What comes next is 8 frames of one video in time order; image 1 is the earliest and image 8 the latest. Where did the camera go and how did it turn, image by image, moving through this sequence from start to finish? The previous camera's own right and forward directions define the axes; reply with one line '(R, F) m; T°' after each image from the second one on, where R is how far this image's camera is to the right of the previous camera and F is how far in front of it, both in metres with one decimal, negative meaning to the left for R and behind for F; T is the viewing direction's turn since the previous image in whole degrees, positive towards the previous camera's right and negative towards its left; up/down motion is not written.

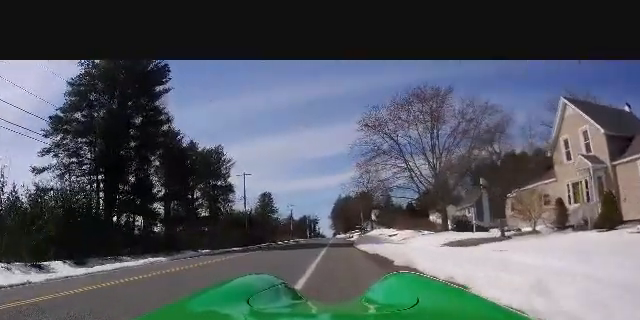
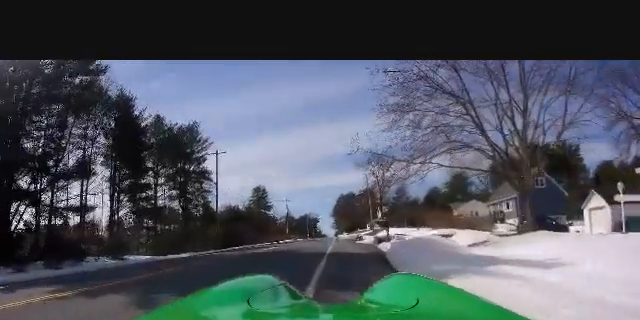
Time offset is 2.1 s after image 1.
(-1.0, +15.6) m; -8°
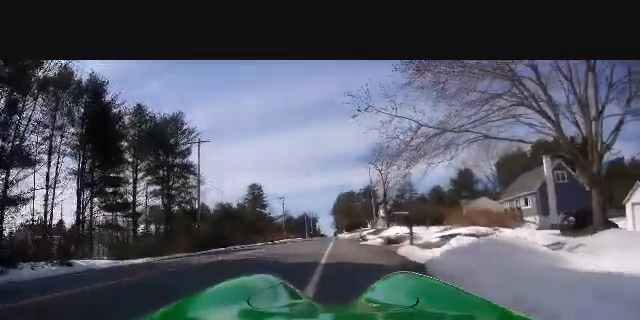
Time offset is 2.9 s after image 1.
(+0.1, +5.9) m; +2°
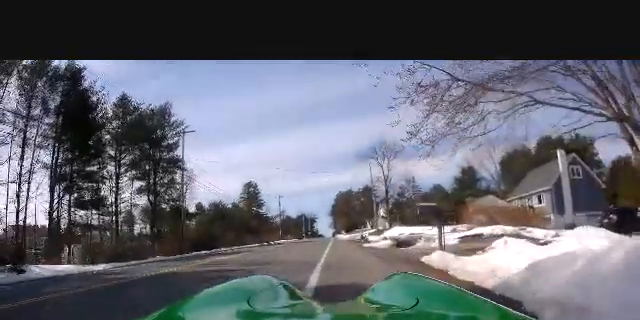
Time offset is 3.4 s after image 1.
(+0.1, +3.9) m; +2°
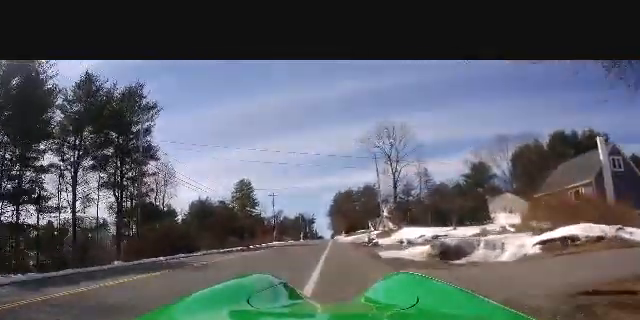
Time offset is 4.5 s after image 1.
(+0.1, +8.3) m; +3°
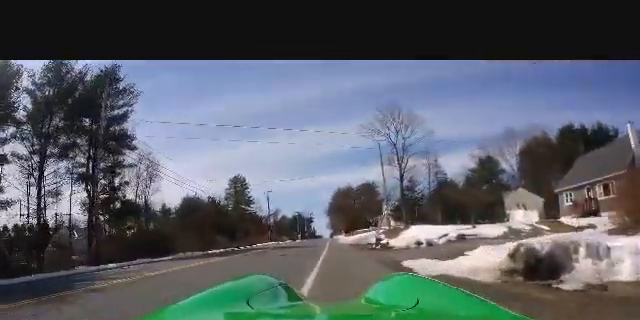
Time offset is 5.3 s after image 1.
(+0.2, +5.2) m; 0°
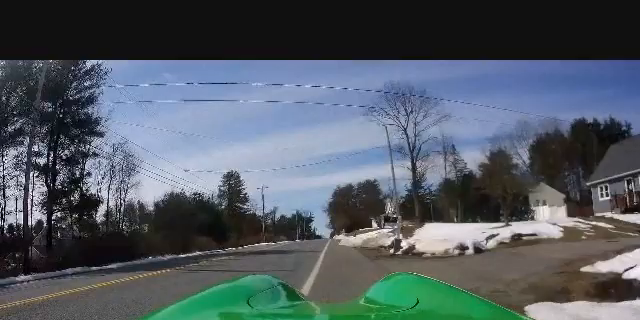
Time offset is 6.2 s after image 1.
(-0.3, +6.3) m; -4°
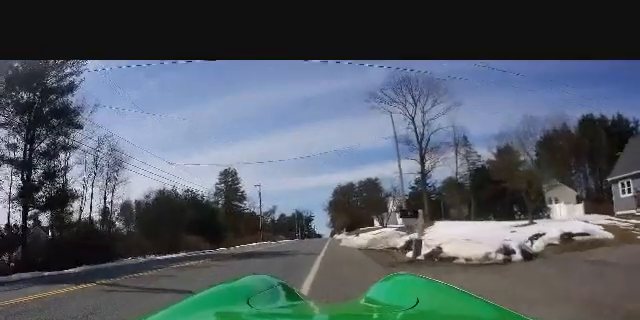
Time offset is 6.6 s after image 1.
(-0.1, +3.3) m; -1°
